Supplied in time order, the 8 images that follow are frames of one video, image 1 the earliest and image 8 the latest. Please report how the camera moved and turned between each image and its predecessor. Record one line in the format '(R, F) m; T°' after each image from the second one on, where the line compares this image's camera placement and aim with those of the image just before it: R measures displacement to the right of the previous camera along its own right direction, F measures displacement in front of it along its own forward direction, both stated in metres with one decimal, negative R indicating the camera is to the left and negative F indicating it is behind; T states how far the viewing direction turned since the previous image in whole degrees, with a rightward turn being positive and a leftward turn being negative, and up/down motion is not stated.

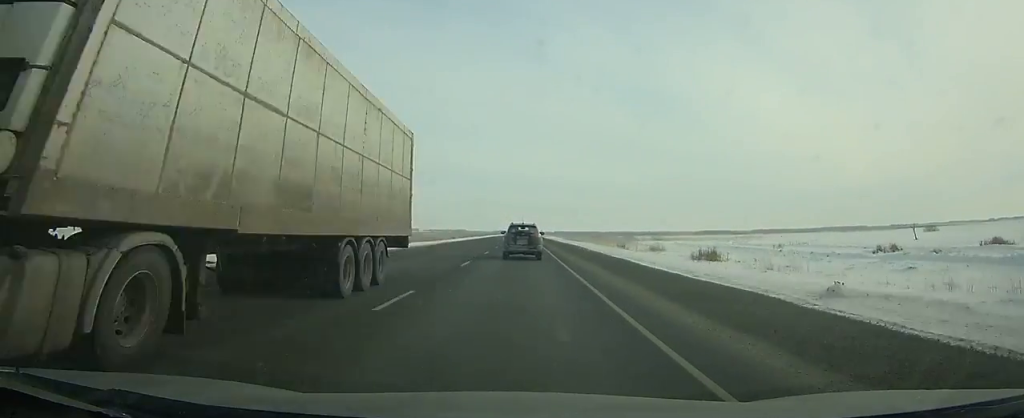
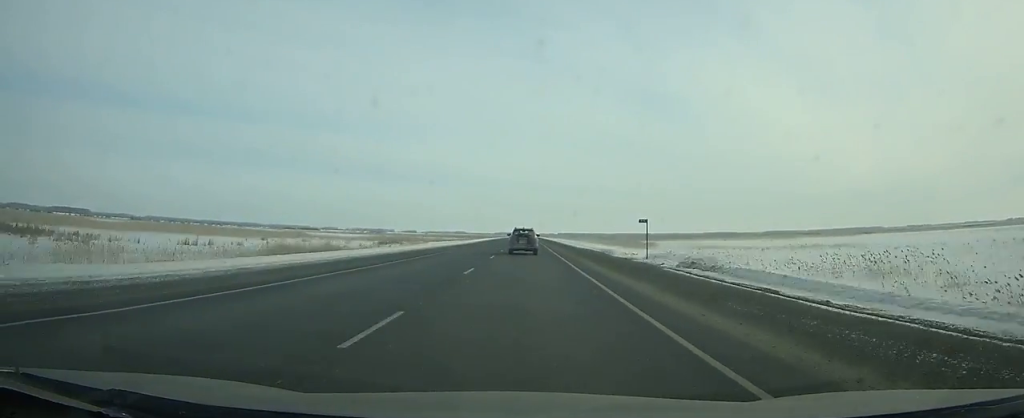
(+0.1, +190.1) m; 0°
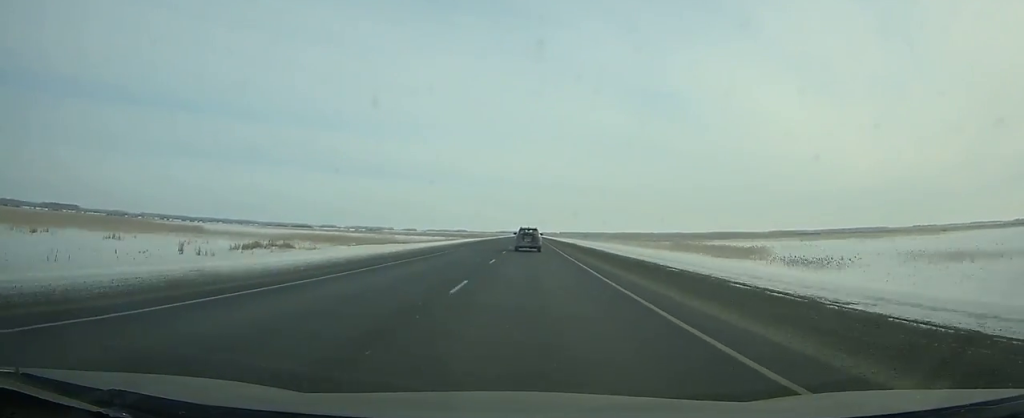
(0.0, +65.0) m; 0°
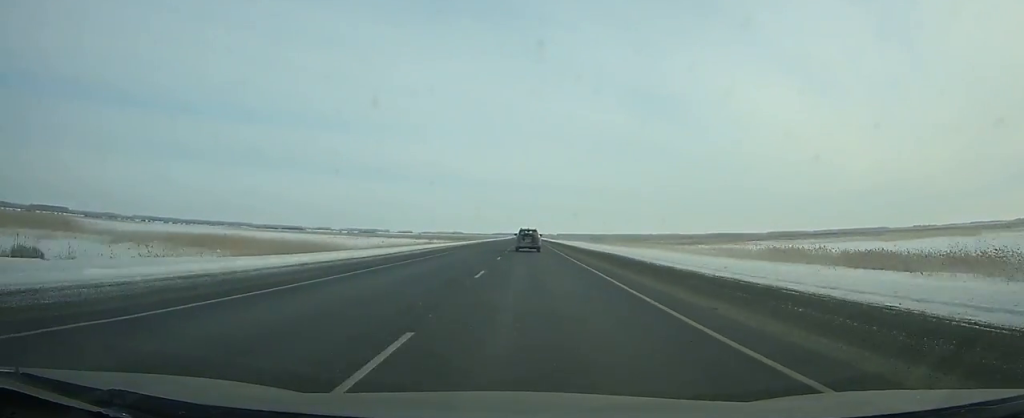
(0.0, +43.3) m; 0°
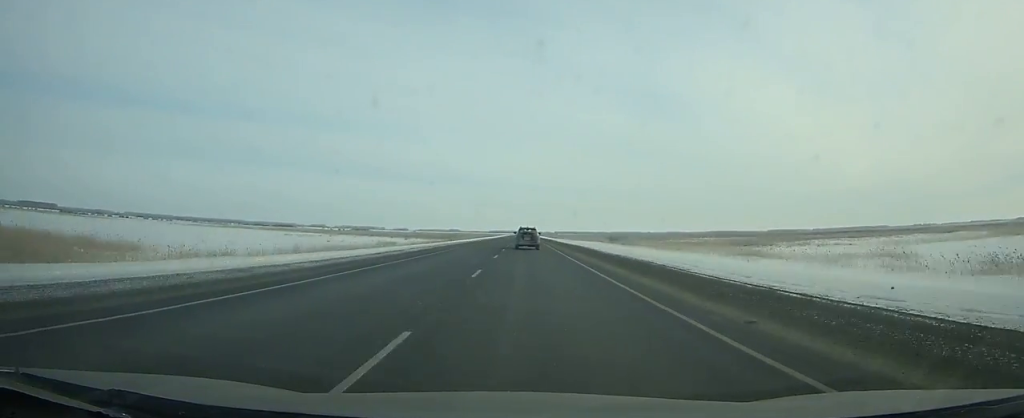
(0.0, +48.2) m; 0°
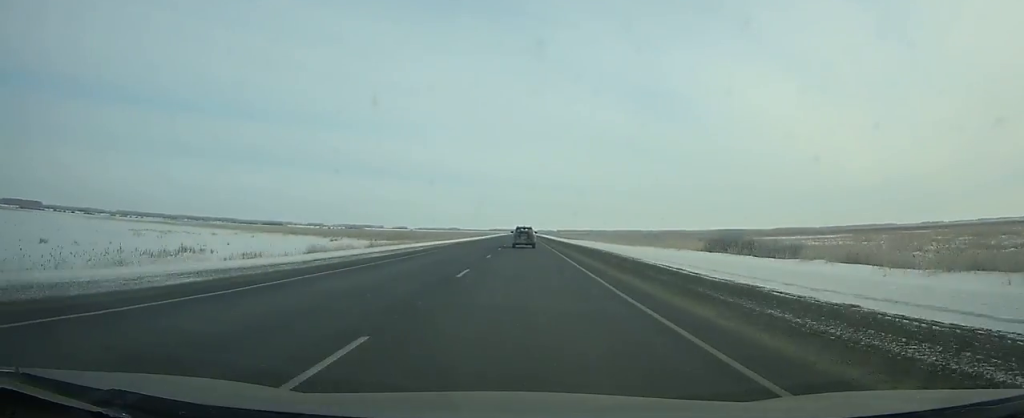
(0.0, +85.8) m; 0°
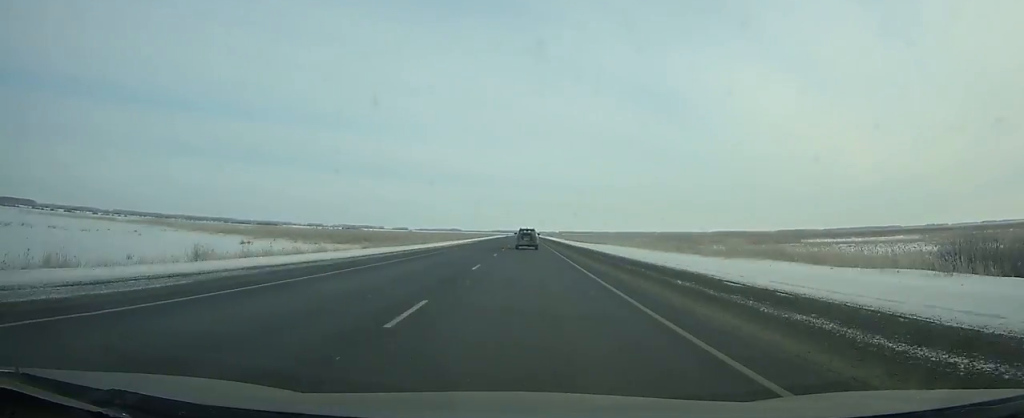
(0.0, +43.3) m; 0°
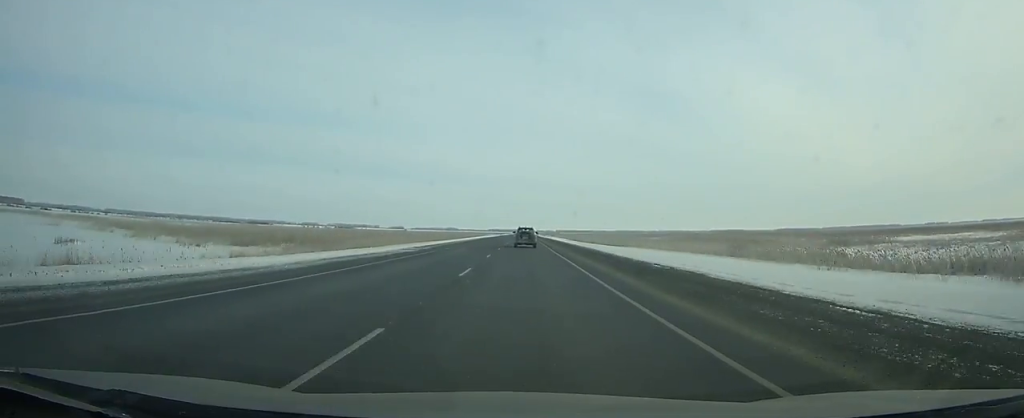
(0.0, +35.5) m; 0°
